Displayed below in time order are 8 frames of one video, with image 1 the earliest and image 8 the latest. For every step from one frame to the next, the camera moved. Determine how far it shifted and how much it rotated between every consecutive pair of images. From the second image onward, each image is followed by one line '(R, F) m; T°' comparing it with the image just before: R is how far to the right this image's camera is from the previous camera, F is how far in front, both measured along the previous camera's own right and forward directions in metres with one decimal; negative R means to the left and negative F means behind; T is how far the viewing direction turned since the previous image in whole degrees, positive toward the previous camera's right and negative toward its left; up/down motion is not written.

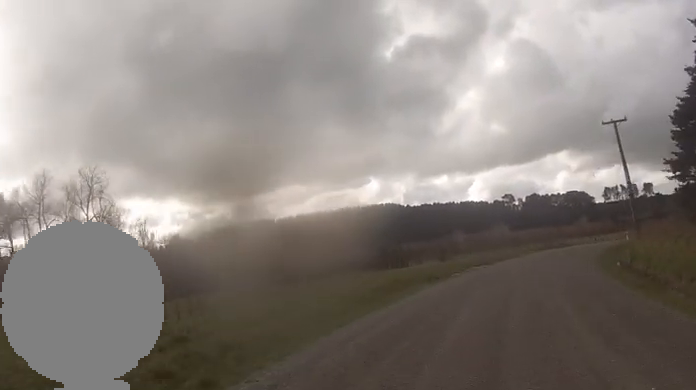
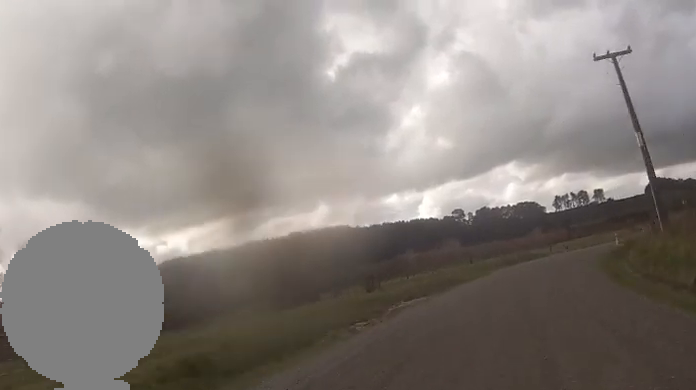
(+0.4, +15.6) m; +5°
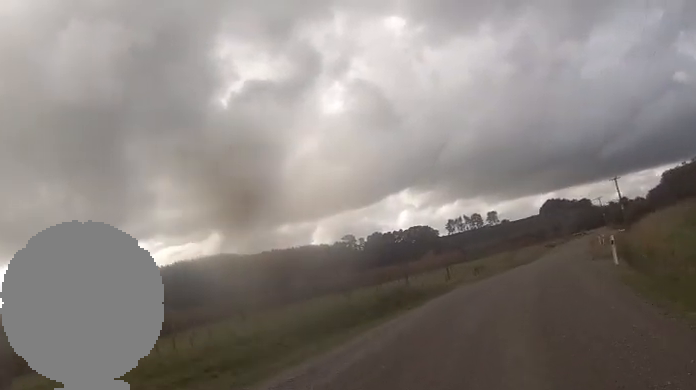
(+2.6, +27.0) m; +11°
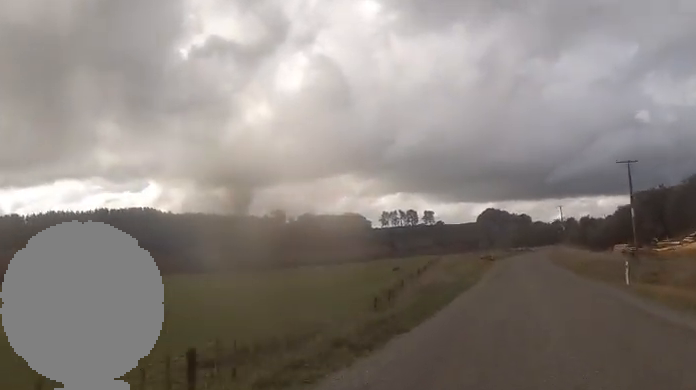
(+1.7, +35.1) m; +6°
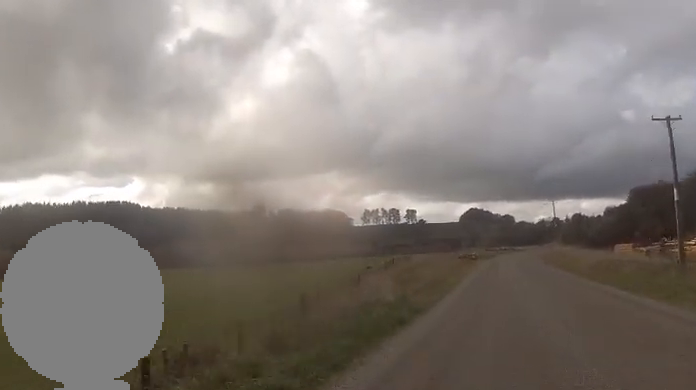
(+0.5, +13.4) m; +4°
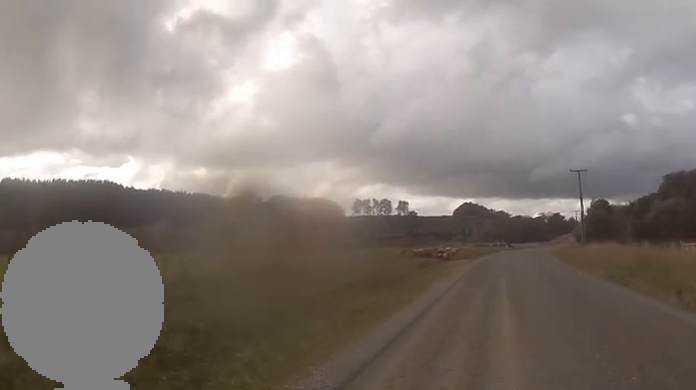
(+2.4, +31.5) m; +4°
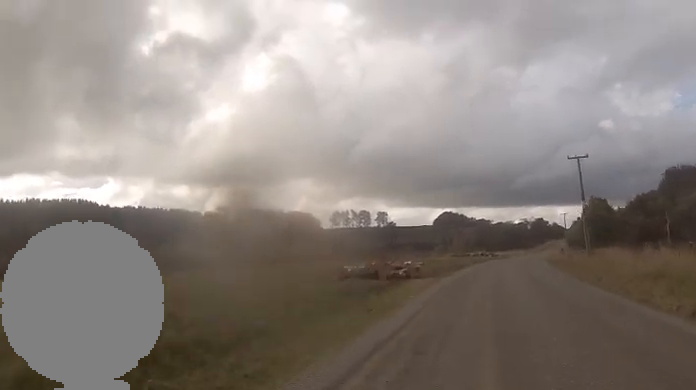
(0.0, +13.2) m; +1°
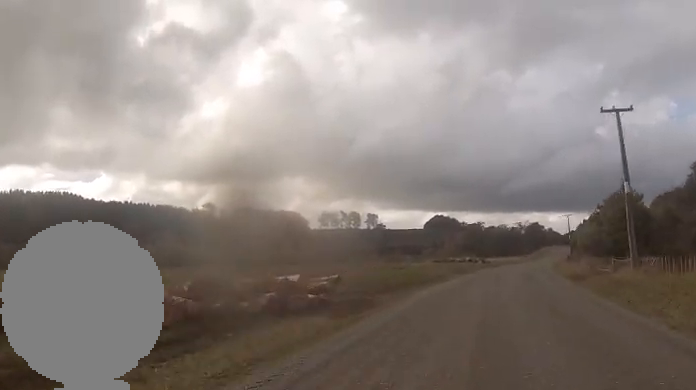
(-0.7, +17.0) m; +2°
